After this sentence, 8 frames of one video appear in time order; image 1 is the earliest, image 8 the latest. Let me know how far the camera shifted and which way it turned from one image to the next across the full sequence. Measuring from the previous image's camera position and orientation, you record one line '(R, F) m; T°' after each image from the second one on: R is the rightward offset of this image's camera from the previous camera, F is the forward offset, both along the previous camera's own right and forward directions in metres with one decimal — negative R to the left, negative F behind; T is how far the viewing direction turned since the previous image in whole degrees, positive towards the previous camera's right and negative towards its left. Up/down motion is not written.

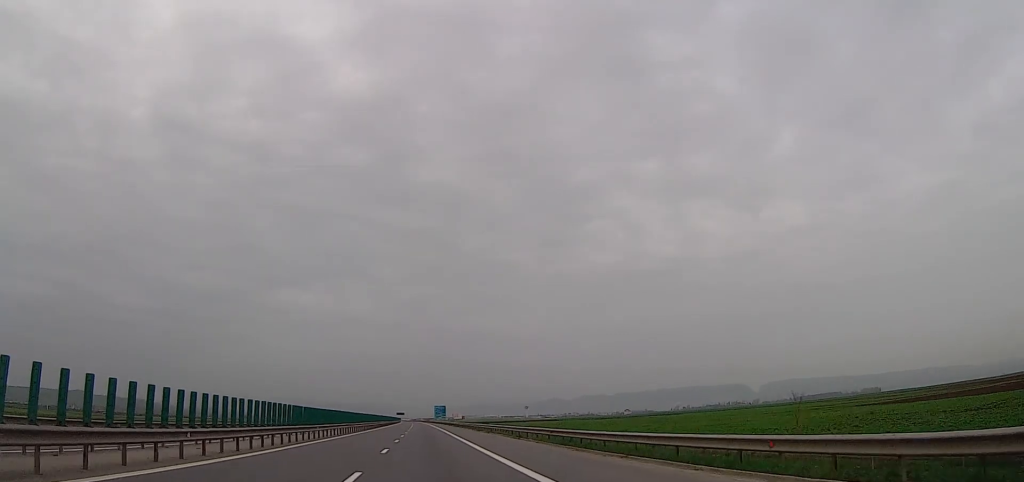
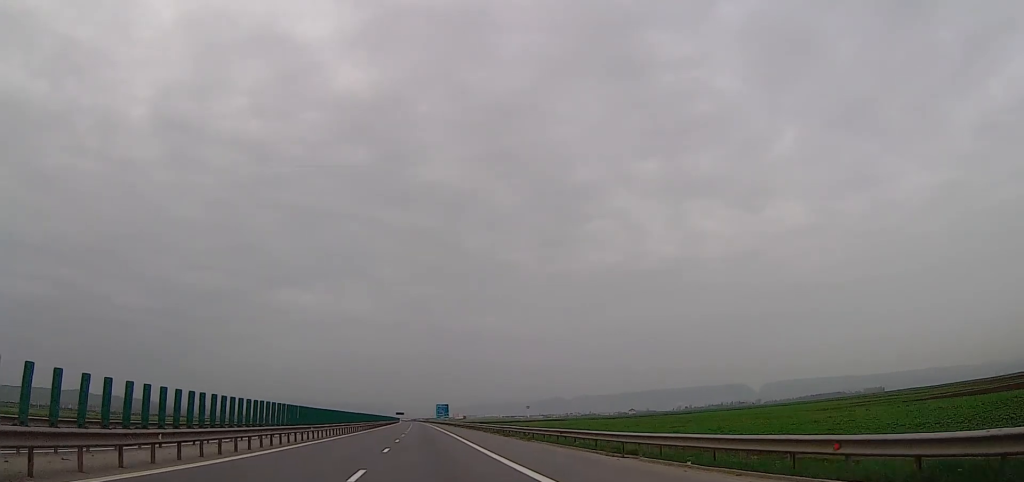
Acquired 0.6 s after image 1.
(-0.2, +22.3) m; 0°
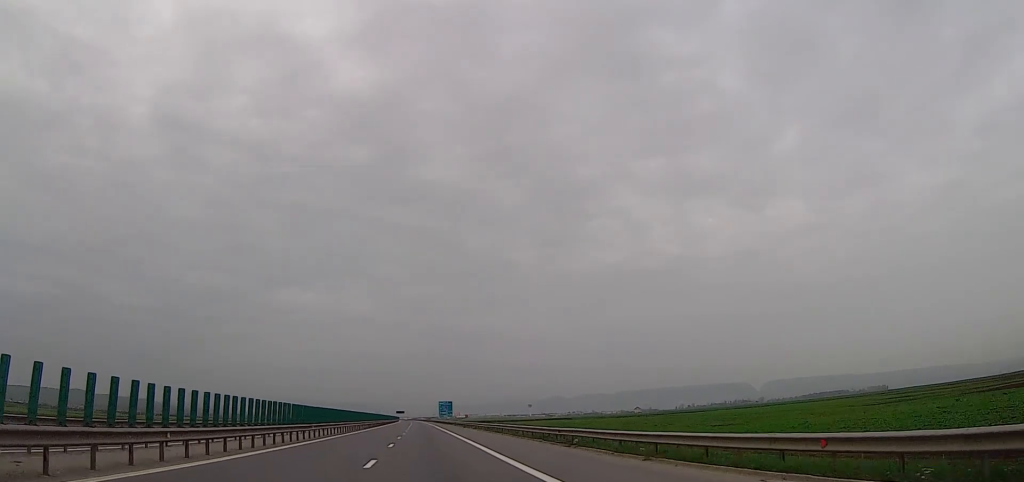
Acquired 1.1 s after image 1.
(-0.1, +19.4) m; 0°
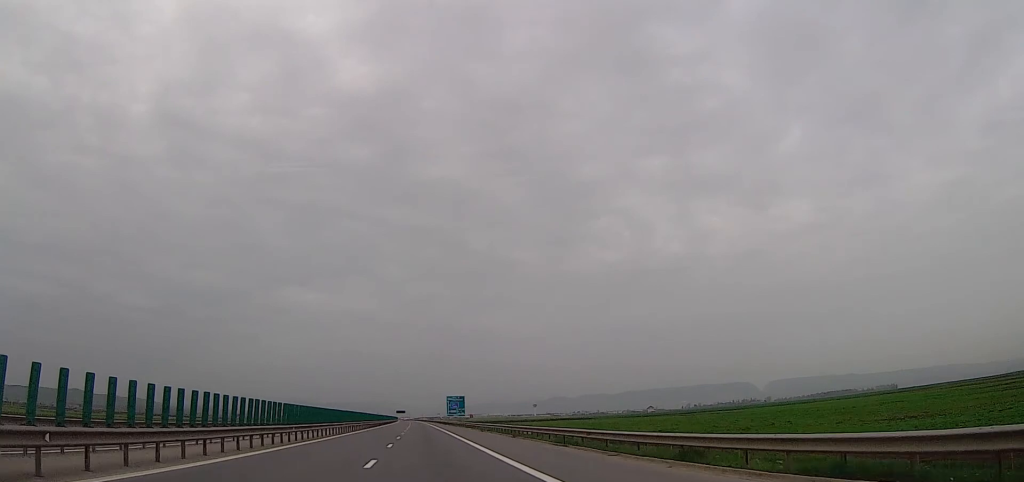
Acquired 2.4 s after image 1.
(0.0, +46.2) m; 0°
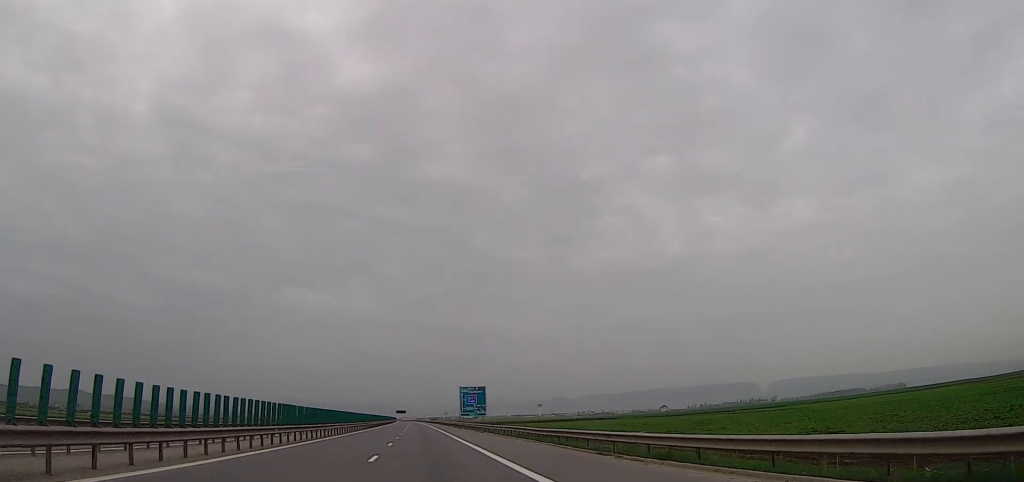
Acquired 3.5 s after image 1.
(0.0, +43.2) m; 0°
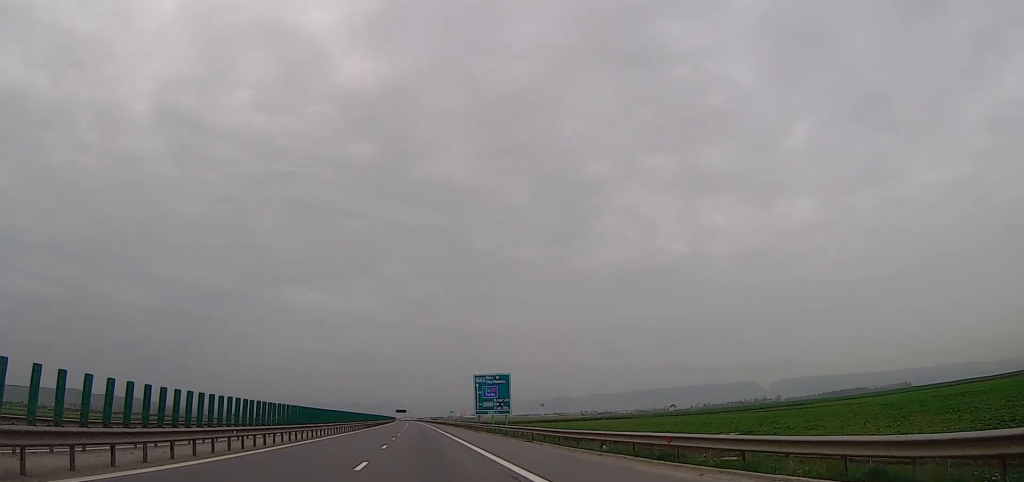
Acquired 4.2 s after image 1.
(0.0, +26.8) m; 0°
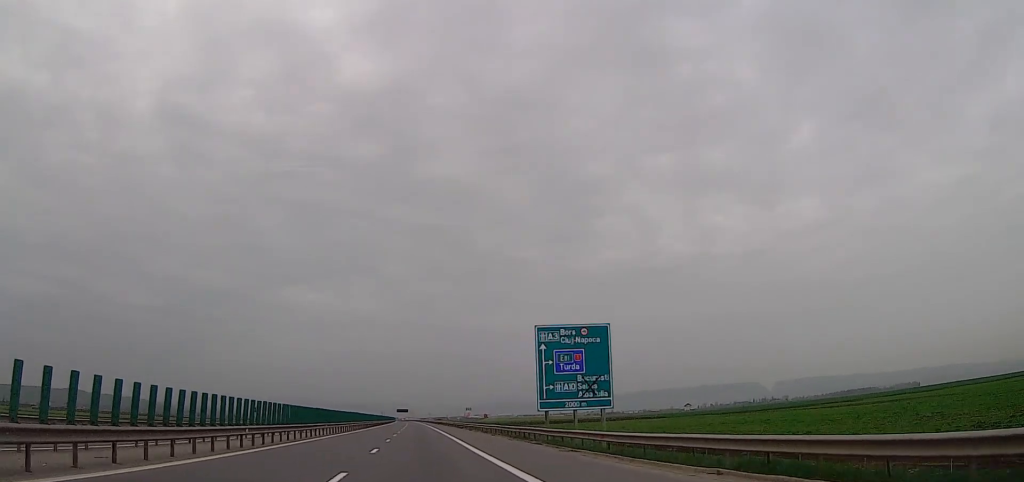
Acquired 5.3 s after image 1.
(-0.1, +38.7) m; 0°
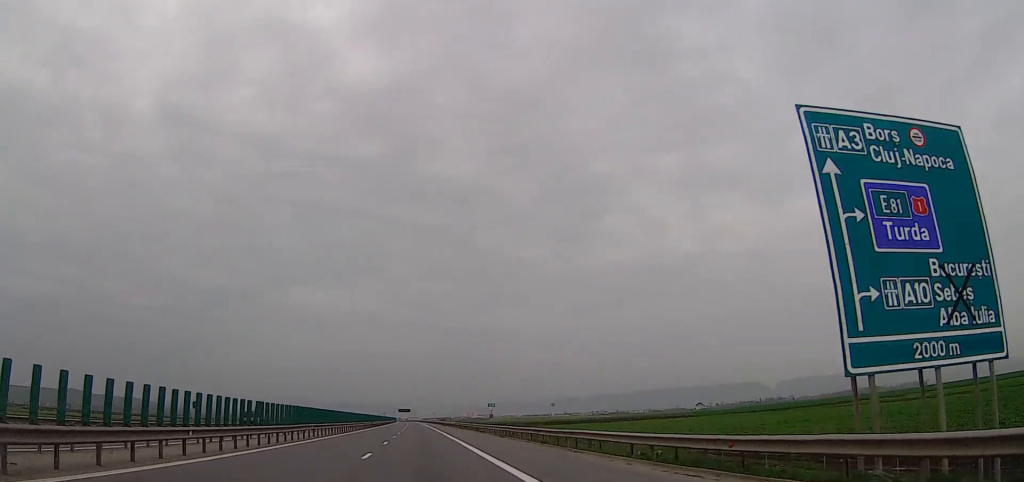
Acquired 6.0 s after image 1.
(0.0, +25.4) m; 0°
